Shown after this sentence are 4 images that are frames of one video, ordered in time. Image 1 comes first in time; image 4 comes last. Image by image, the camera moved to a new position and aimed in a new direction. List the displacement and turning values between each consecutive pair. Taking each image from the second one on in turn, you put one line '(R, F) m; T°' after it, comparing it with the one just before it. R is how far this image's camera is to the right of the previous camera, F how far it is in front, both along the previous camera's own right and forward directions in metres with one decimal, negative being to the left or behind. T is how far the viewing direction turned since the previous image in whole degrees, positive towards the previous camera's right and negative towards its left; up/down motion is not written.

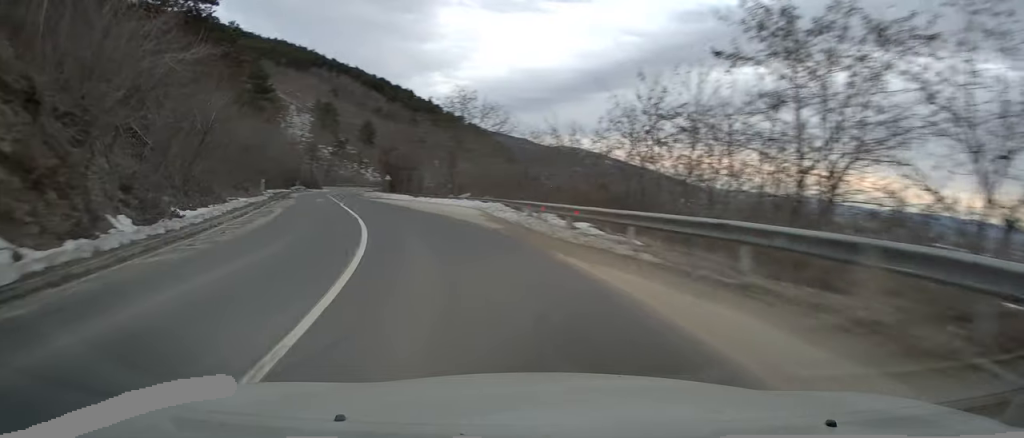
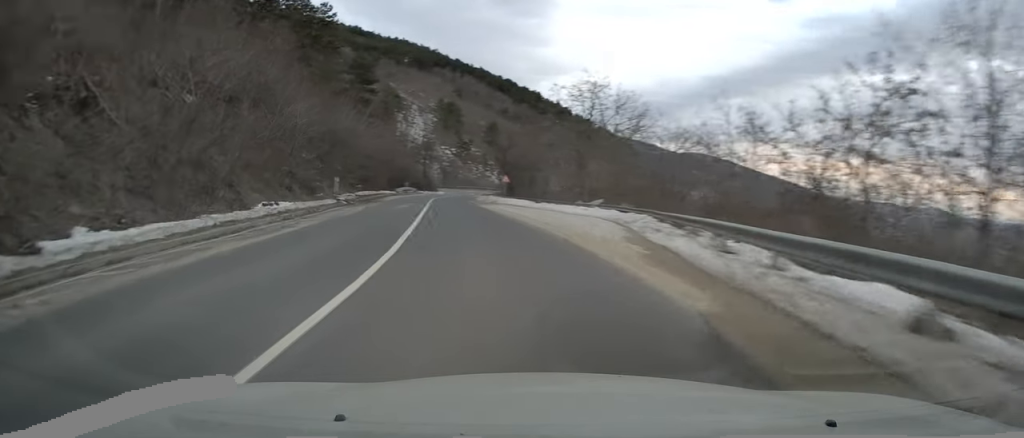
(-1.1, +11.0) m; -11°
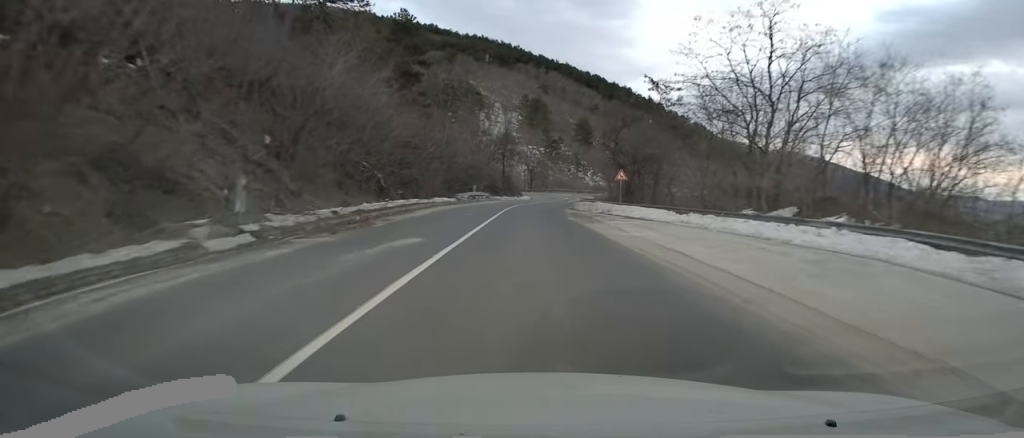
(-3.0, +24.3) m; -7°
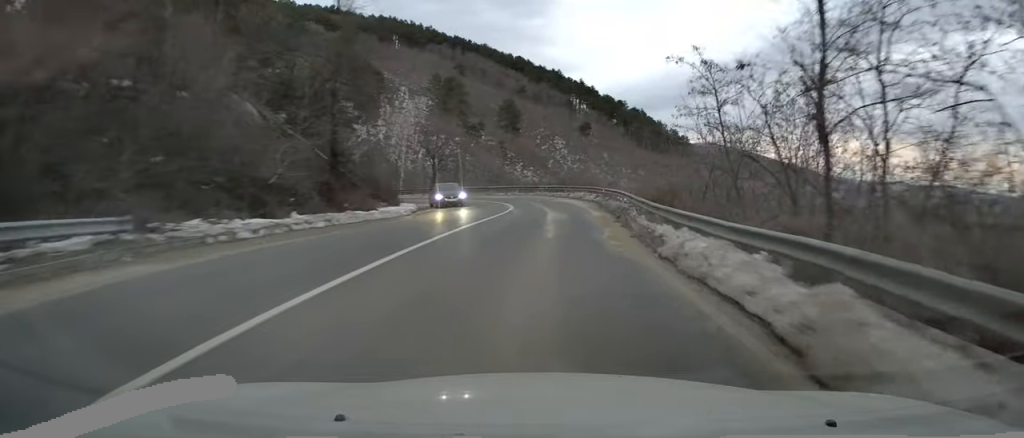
(+3.6, +52.8) m; +12°
